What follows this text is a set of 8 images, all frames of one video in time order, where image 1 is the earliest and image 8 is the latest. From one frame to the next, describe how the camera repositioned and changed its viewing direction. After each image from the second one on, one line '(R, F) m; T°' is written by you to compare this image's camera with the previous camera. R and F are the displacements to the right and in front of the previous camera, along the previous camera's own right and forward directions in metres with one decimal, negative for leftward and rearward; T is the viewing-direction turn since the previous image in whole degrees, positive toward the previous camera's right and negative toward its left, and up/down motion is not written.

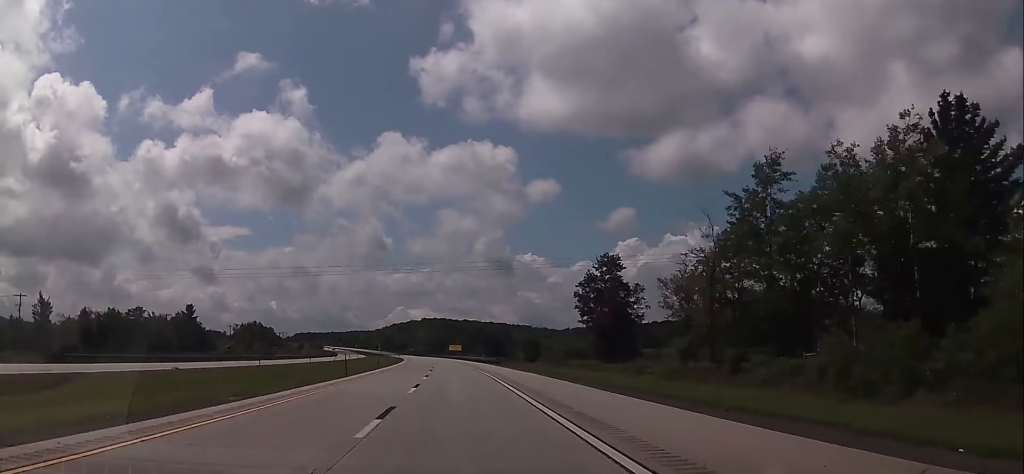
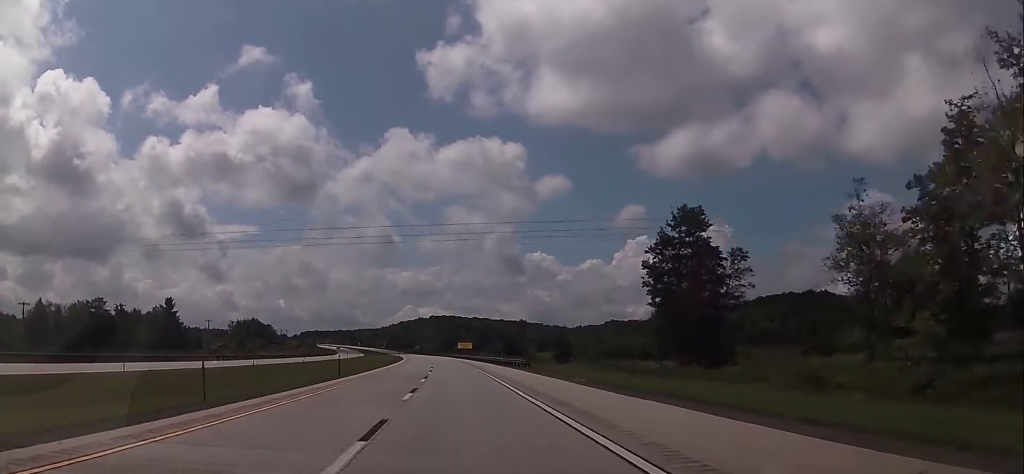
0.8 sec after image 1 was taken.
(-0.1, +27.5) m; -1°
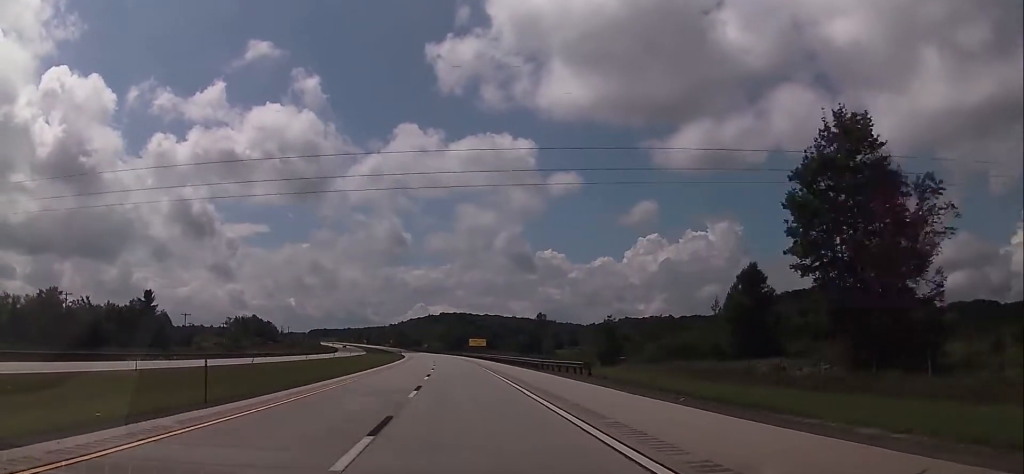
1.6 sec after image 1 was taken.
(-0.2, +24.2) m; -1°
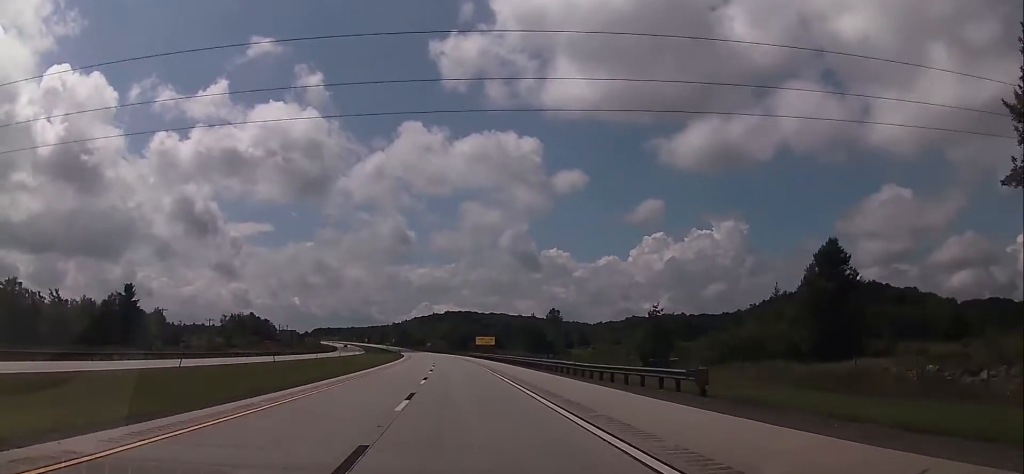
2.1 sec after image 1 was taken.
(-0.2, +16.6) m; 0°
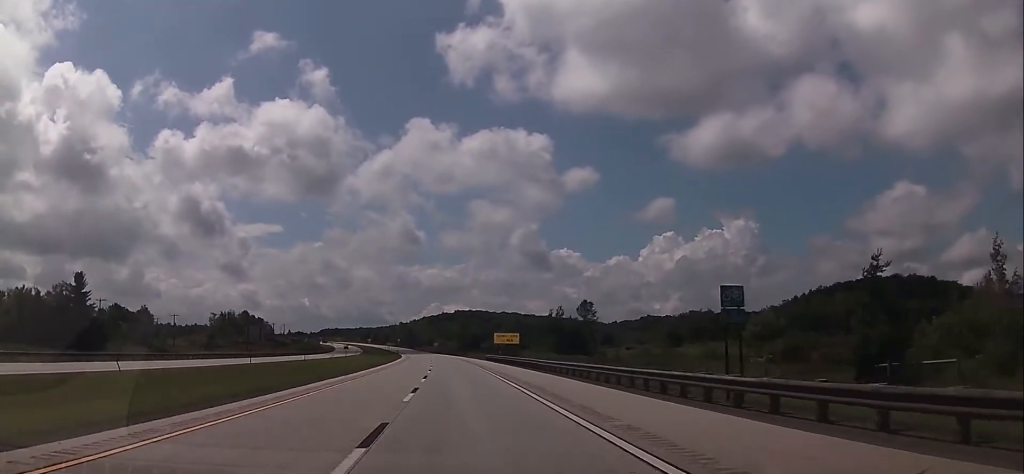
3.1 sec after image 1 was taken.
(-0.3, +33.1) m; -1°
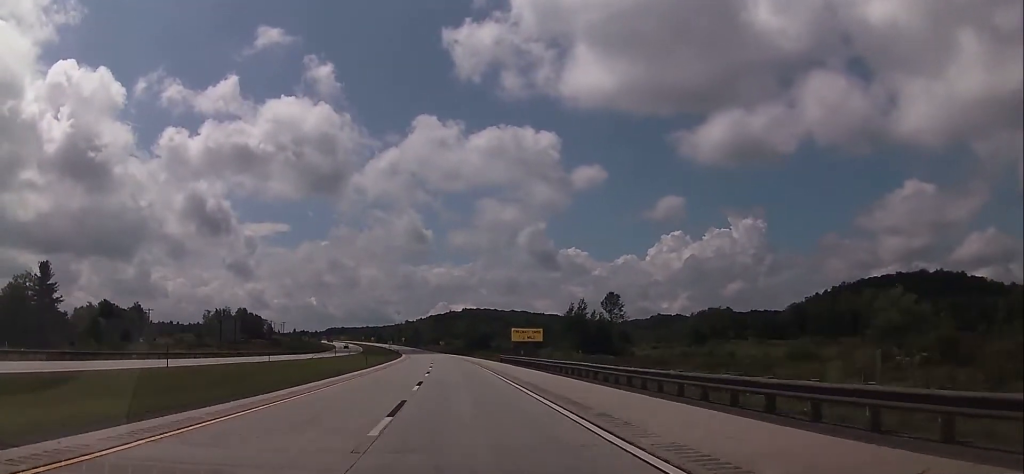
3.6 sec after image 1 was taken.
(+0.1, +18.8) m; -1°
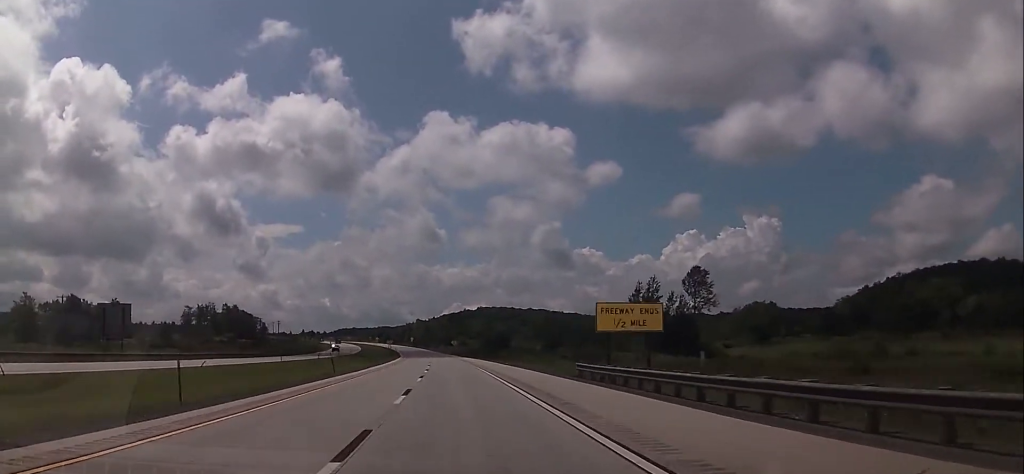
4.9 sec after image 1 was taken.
(-0.5, +41.8) m; -1°
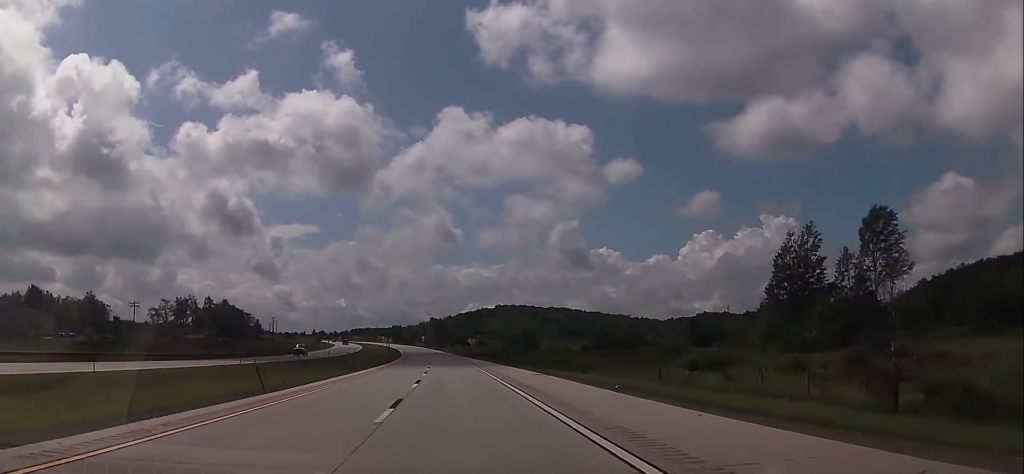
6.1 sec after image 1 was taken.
(-0.2, +40.7) m; -2°
